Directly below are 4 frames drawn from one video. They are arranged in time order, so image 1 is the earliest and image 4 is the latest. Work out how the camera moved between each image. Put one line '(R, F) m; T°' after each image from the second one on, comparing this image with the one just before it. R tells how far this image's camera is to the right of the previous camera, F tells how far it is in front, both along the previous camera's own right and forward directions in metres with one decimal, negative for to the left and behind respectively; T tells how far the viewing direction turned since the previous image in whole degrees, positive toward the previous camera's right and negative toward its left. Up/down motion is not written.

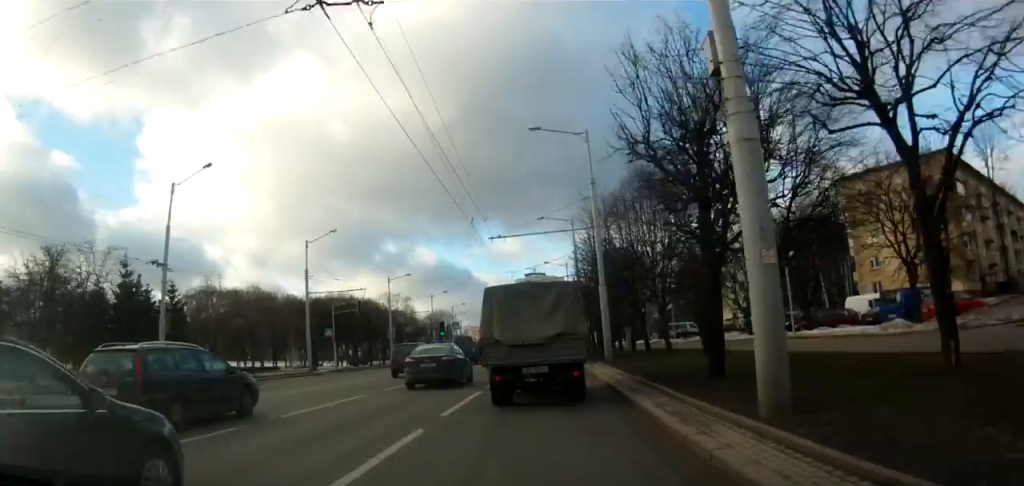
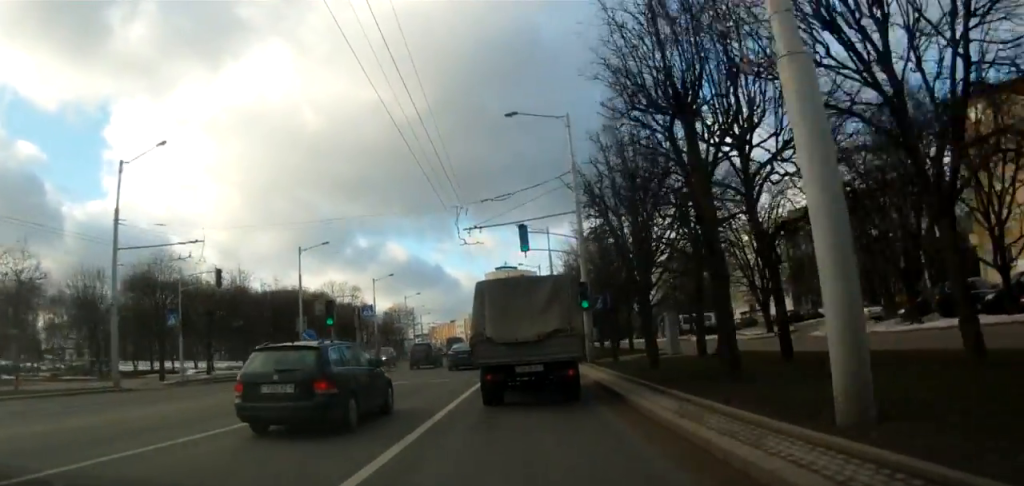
(+0.1, +24.2) m; +1°
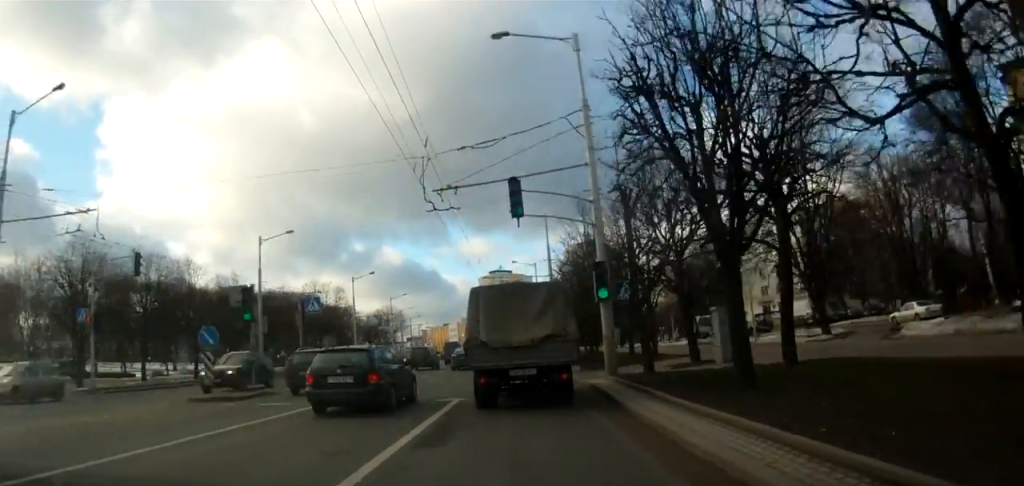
(+0.1, +8.0) m; +2°
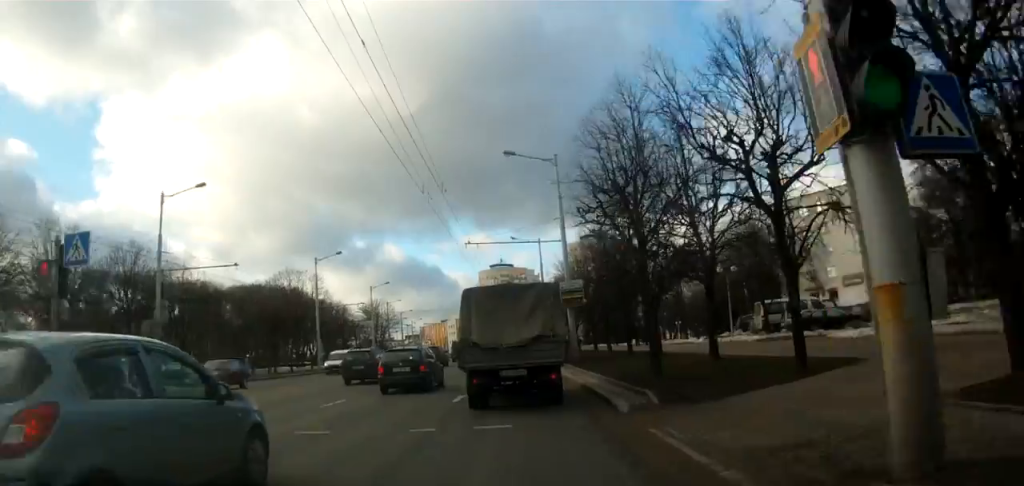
(+0.9, +15.6) m; +2°
